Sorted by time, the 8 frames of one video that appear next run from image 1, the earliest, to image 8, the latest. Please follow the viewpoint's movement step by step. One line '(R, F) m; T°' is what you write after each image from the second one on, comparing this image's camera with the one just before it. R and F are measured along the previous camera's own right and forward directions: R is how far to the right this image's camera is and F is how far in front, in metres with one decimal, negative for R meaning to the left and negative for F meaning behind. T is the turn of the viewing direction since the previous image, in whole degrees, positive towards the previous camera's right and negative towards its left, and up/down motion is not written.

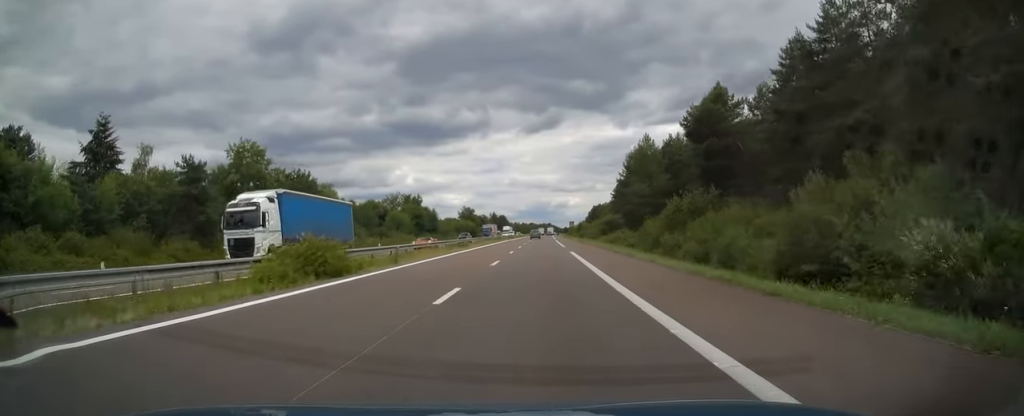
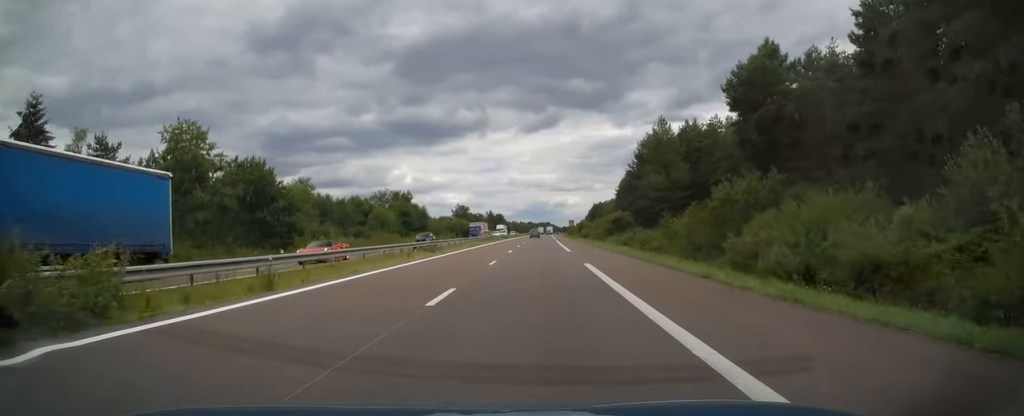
(-0.1, +13.3) m; 0°
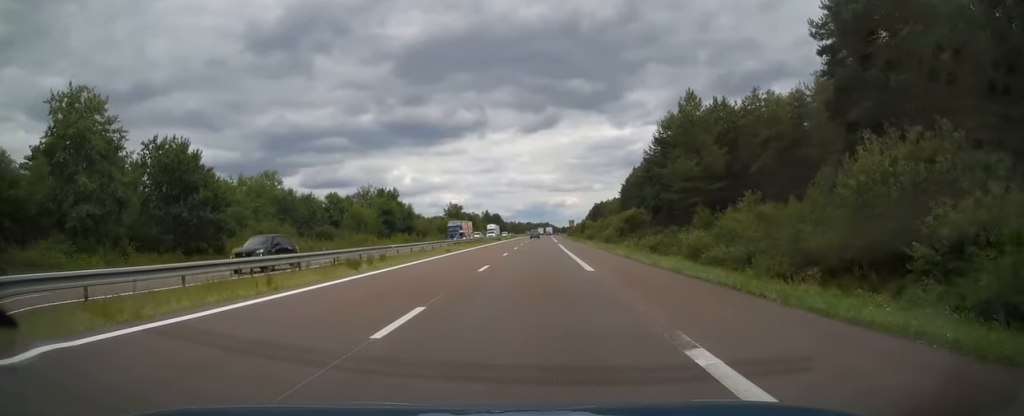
(+0.1, +16.2) m; 0°
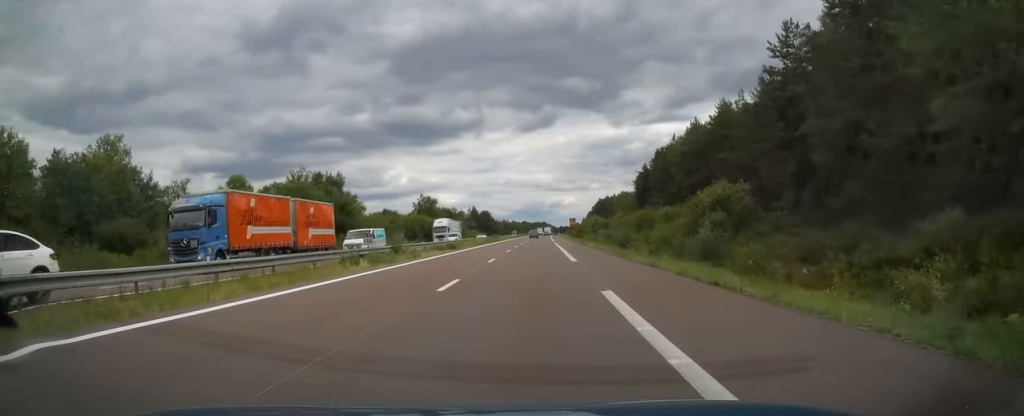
(+0.1, +45.7) m; 0°
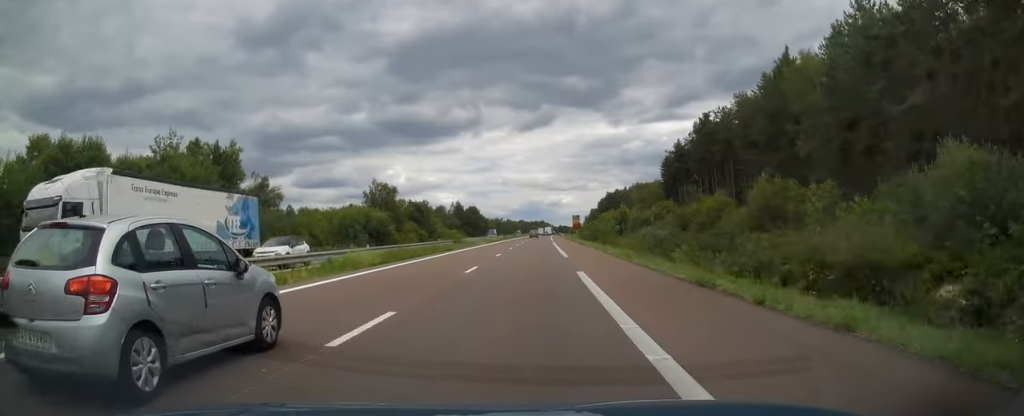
(+0.4, +45.7) m; 0°
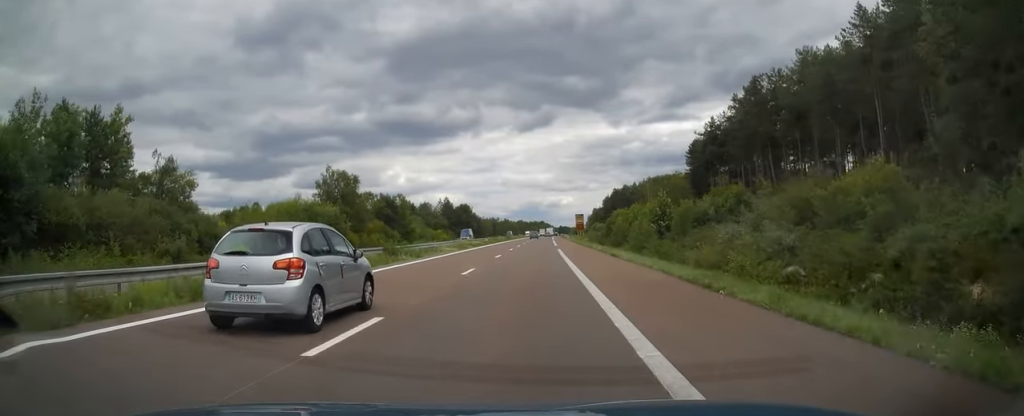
(-0.1, +26.5) m; 0°
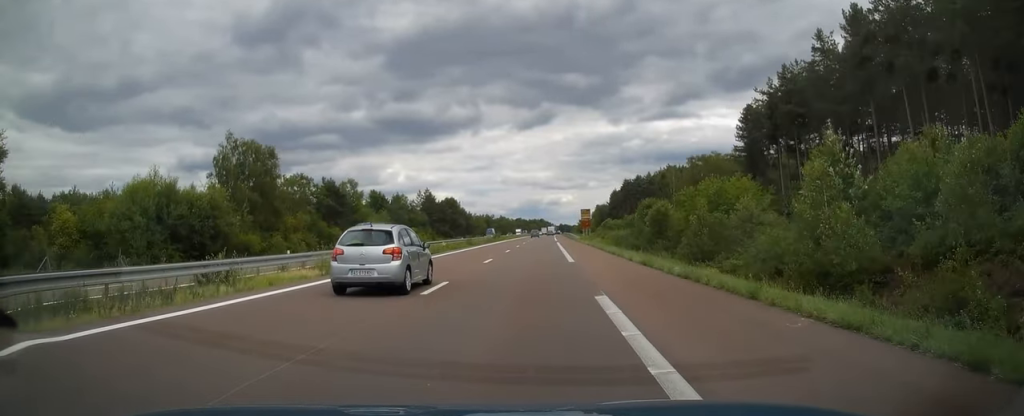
(0.0, +32.4) m; 0°
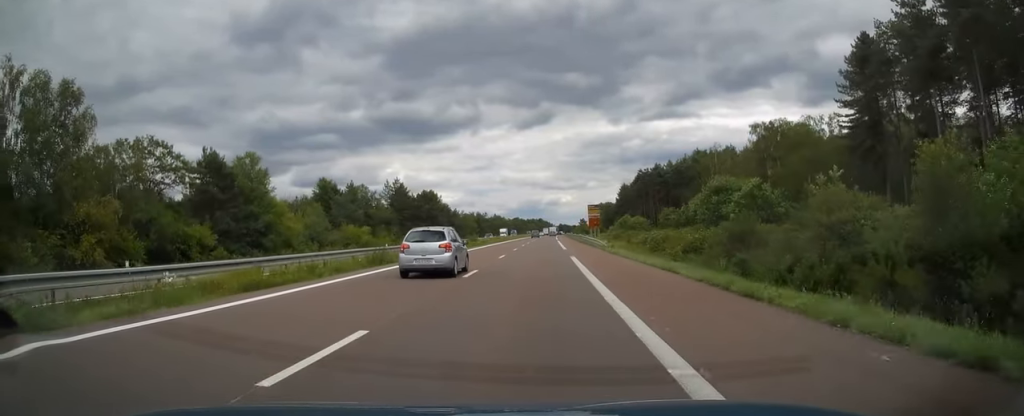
(+0.1, +34.0) m; 0°
